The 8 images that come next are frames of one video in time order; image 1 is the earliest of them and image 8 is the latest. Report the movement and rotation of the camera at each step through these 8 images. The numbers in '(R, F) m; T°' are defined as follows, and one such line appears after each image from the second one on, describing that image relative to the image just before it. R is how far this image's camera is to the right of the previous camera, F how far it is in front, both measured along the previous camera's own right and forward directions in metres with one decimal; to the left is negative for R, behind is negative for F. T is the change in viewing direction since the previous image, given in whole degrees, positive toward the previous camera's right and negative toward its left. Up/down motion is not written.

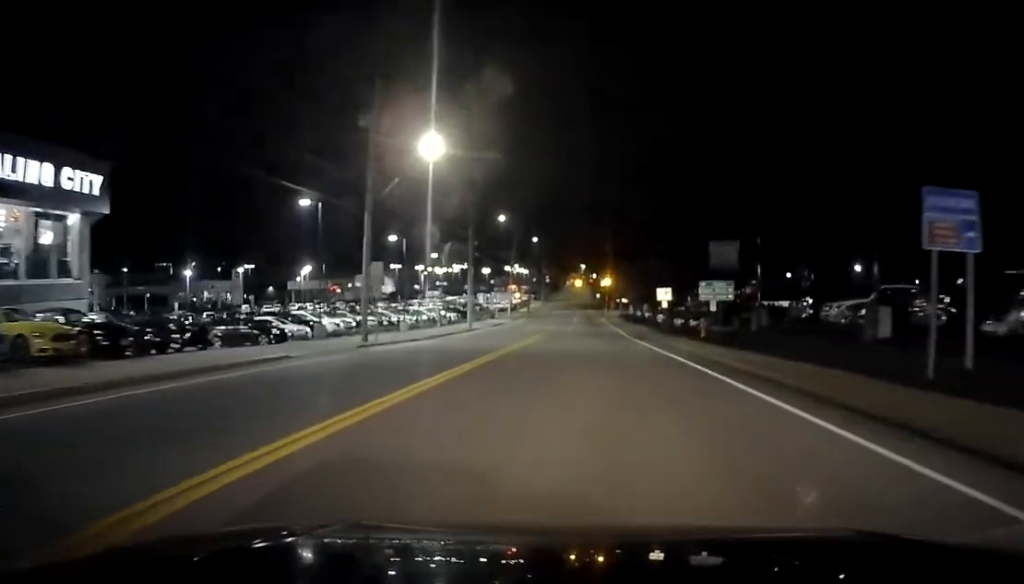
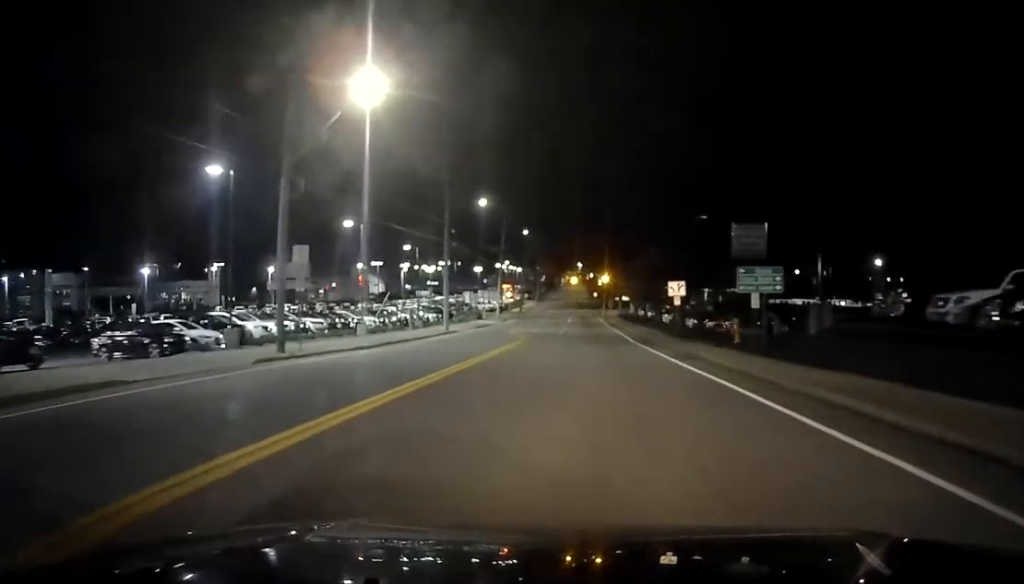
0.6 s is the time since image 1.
(0.0, +8.9) m; 0°
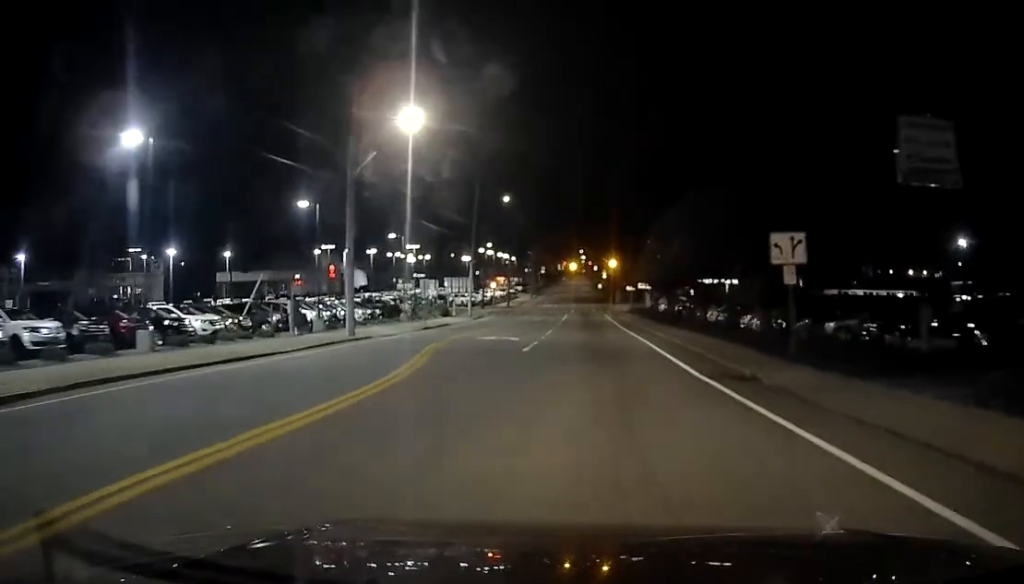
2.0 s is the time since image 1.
(+0.2, +22.2) m; +1°
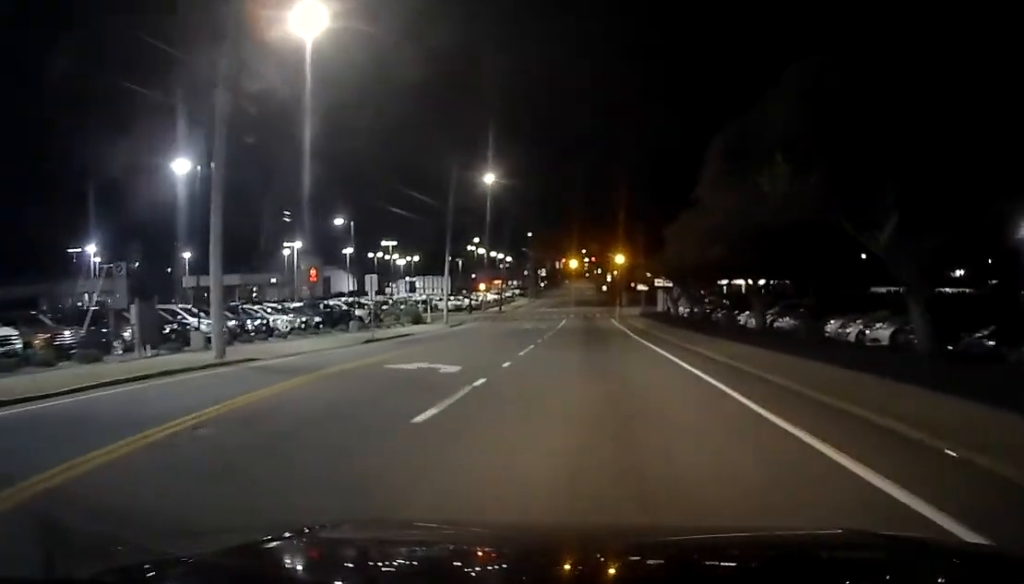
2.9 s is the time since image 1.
(0.0, +13.0) m; -1°
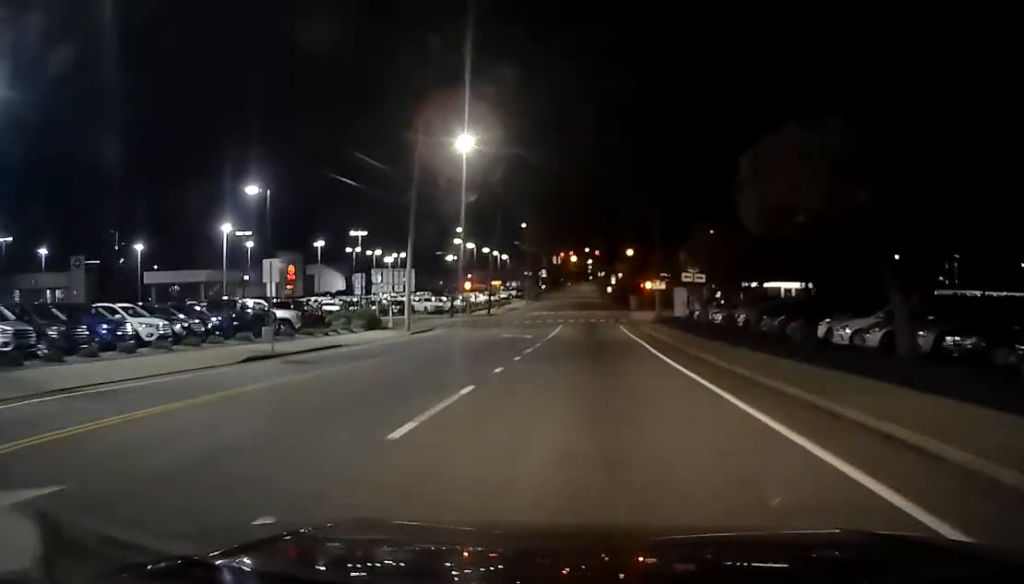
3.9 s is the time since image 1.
(-0.1, +12.7) m; 0°
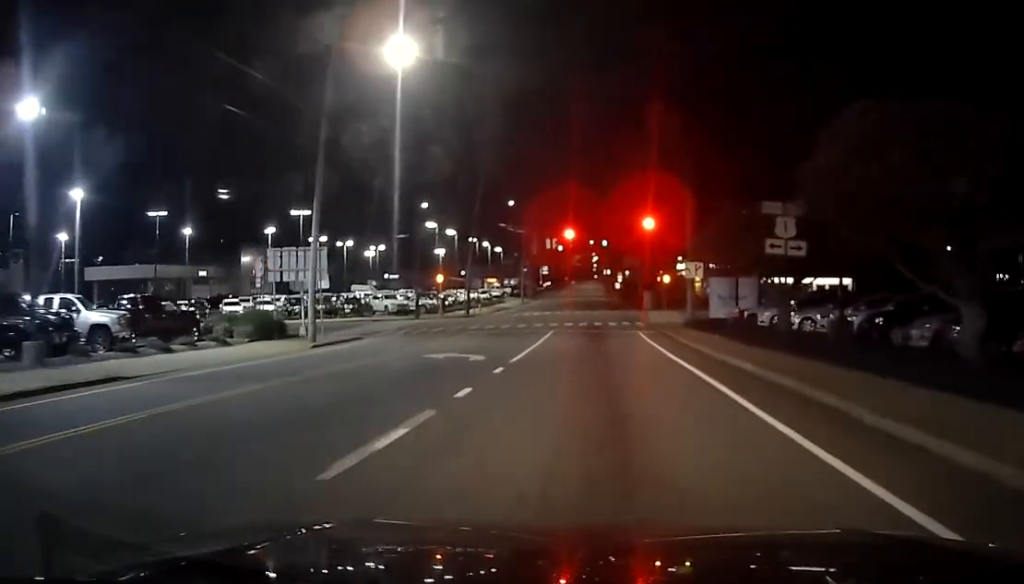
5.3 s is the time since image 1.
(+0.3, +15.9) m; +1°
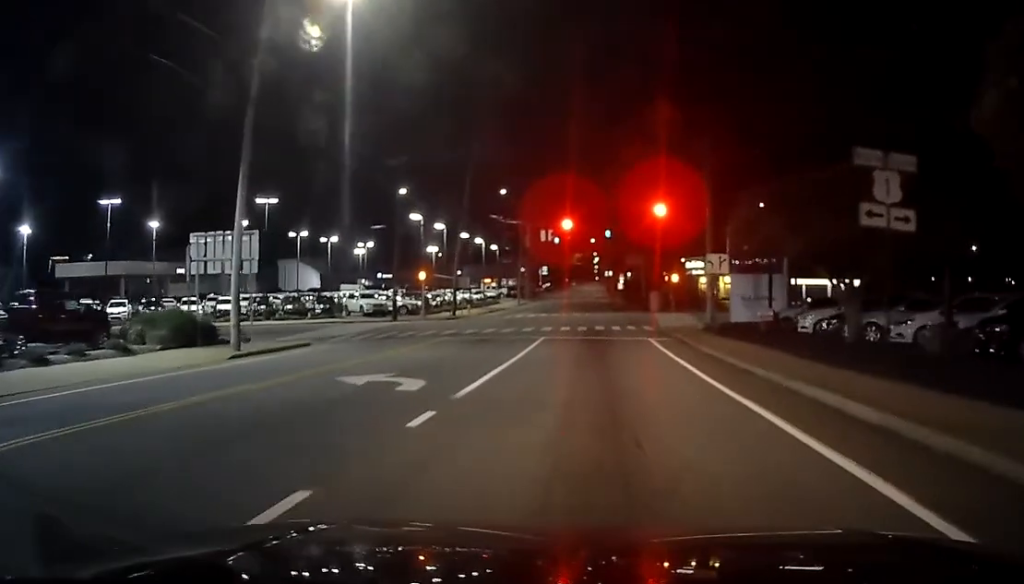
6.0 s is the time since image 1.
(0.0, +6.6) m; -1°
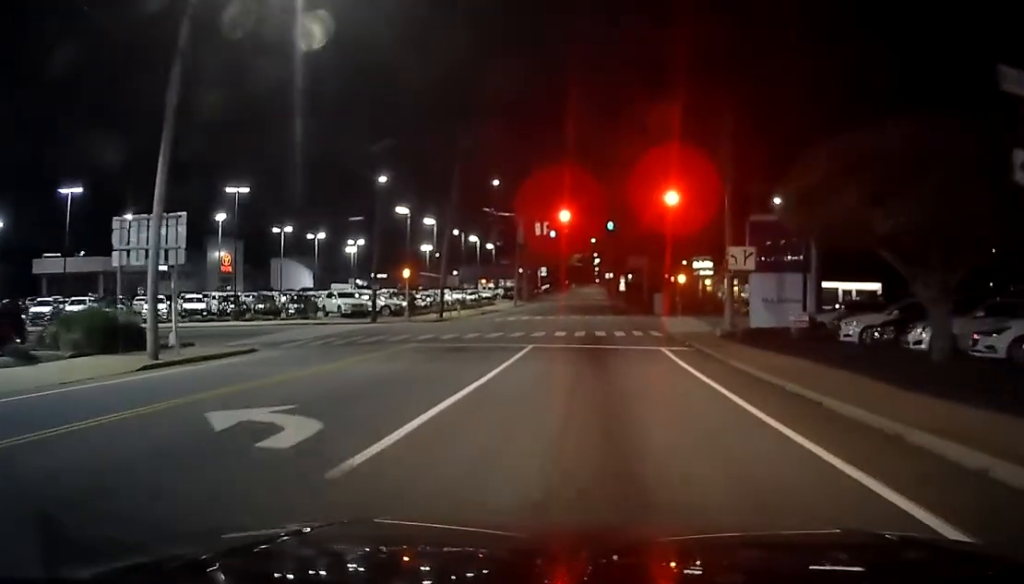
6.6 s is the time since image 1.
(0.0, +5.0) m; -1°
